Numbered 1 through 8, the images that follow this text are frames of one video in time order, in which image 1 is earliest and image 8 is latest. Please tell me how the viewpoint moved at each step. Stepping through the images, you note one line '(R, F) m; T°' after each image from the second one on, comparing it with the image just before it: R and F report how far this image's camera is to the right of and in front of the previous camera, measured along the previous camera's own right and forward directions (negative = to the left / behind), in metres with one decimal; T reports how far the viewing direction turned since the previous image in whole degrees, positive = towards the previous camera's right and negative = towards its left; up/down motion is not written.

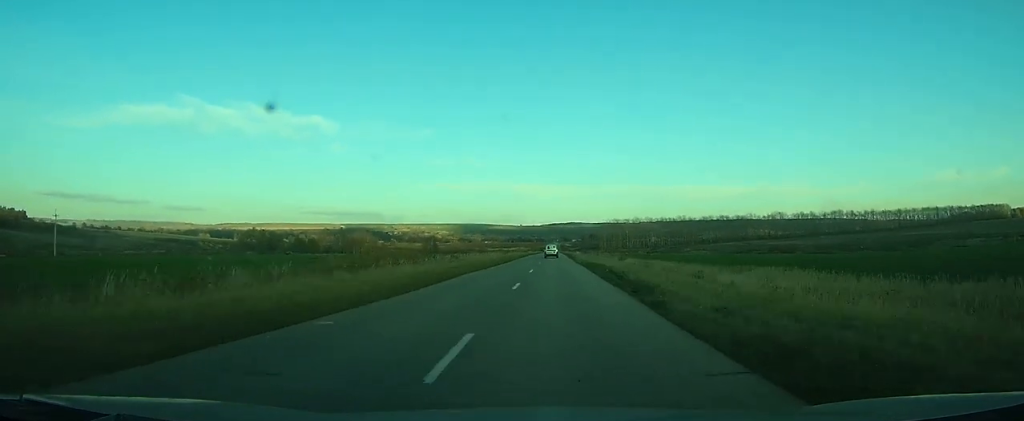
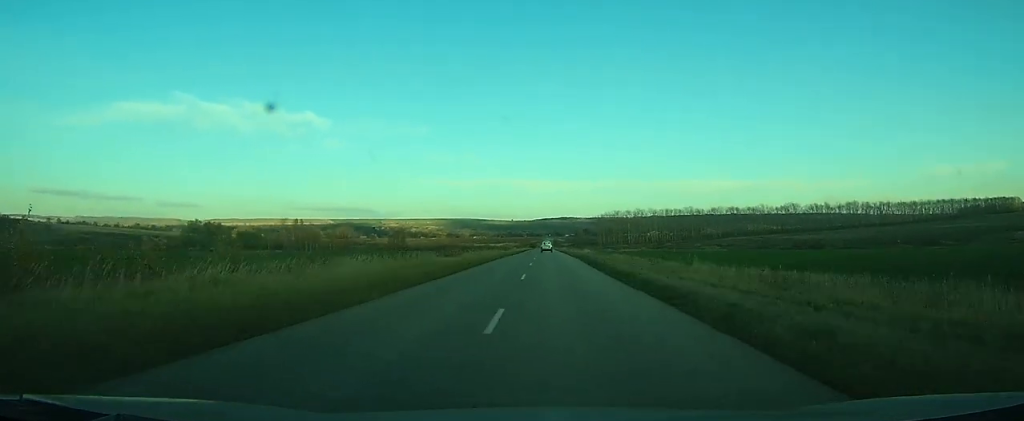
(+0.1, +51.4) m; 0°
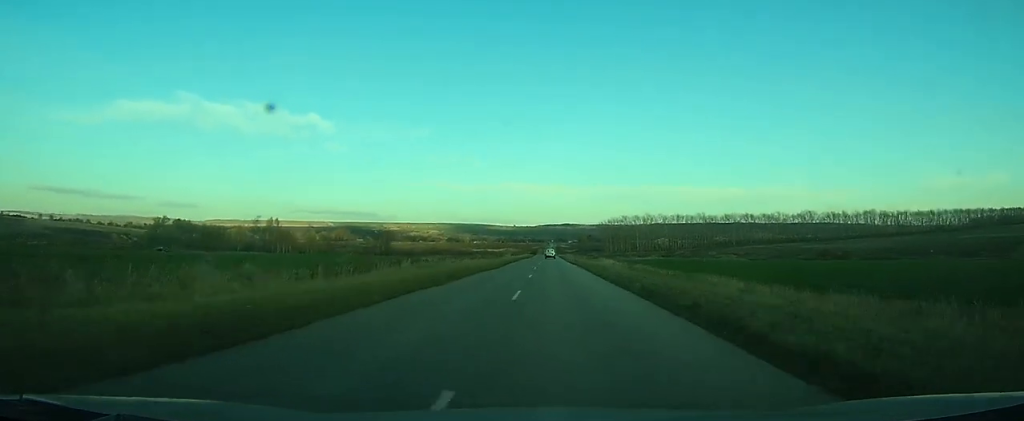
(+0.1, +28.3) m; 0°
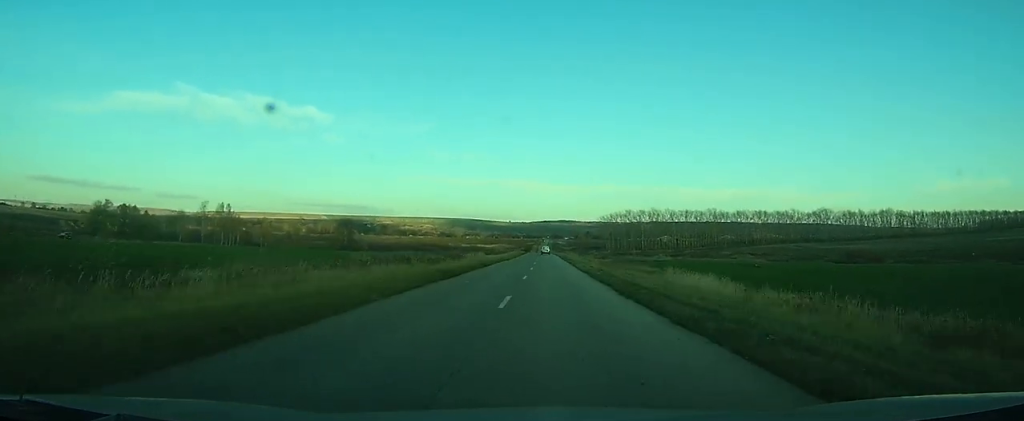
(0.0, +36.2) m; 0°
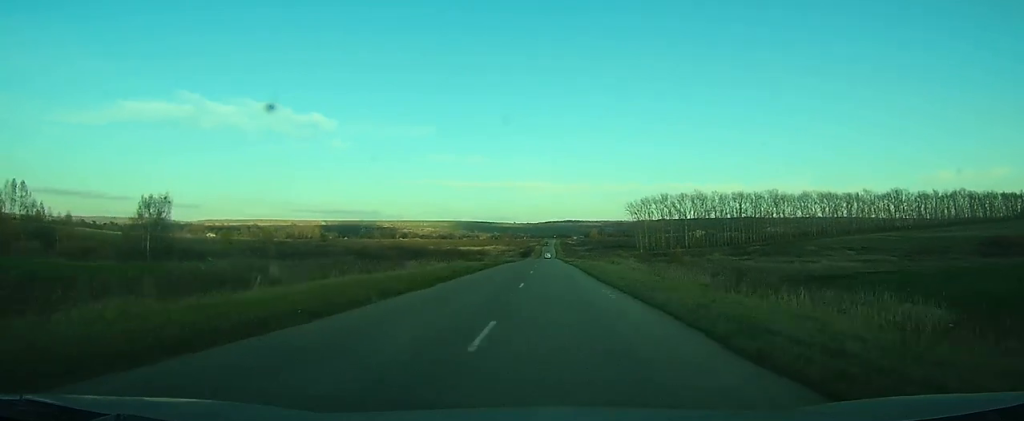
(-0.1, +102.7) m; 0°
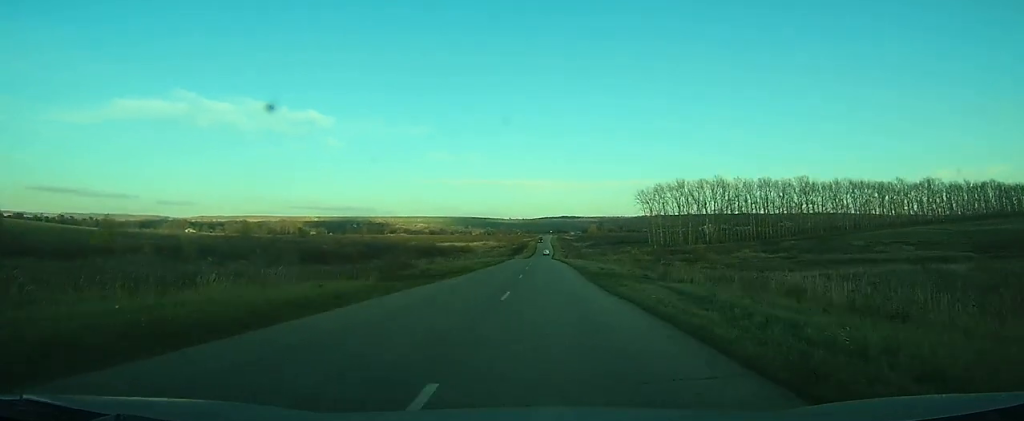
(+0.1, +40.9) m; 0°
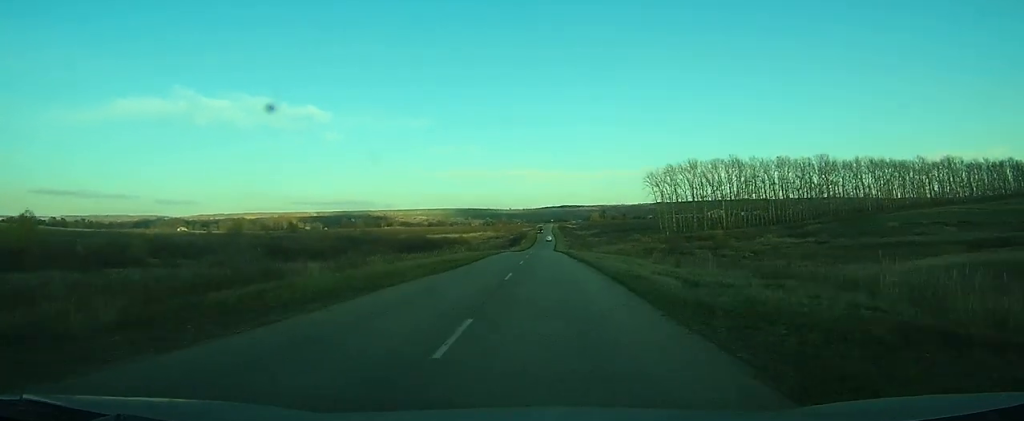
(0.0, +20.0) m; 0°
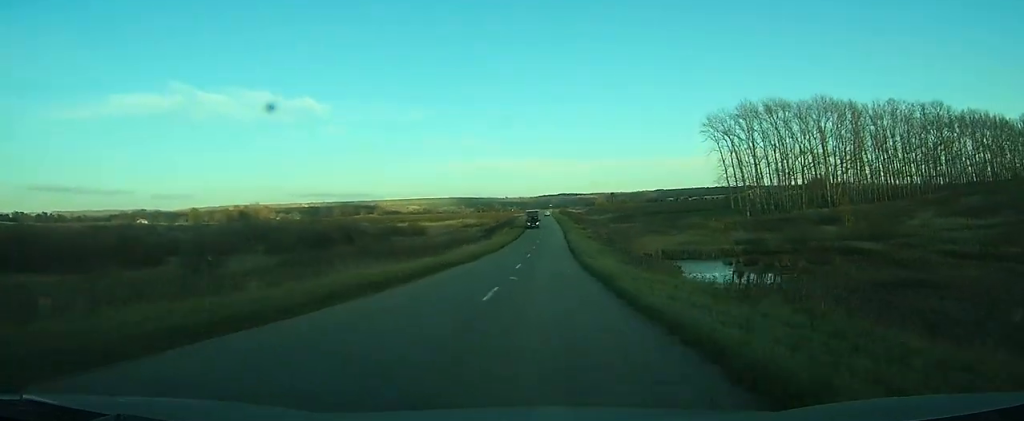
(+0.3, +75.5) m; 0°
